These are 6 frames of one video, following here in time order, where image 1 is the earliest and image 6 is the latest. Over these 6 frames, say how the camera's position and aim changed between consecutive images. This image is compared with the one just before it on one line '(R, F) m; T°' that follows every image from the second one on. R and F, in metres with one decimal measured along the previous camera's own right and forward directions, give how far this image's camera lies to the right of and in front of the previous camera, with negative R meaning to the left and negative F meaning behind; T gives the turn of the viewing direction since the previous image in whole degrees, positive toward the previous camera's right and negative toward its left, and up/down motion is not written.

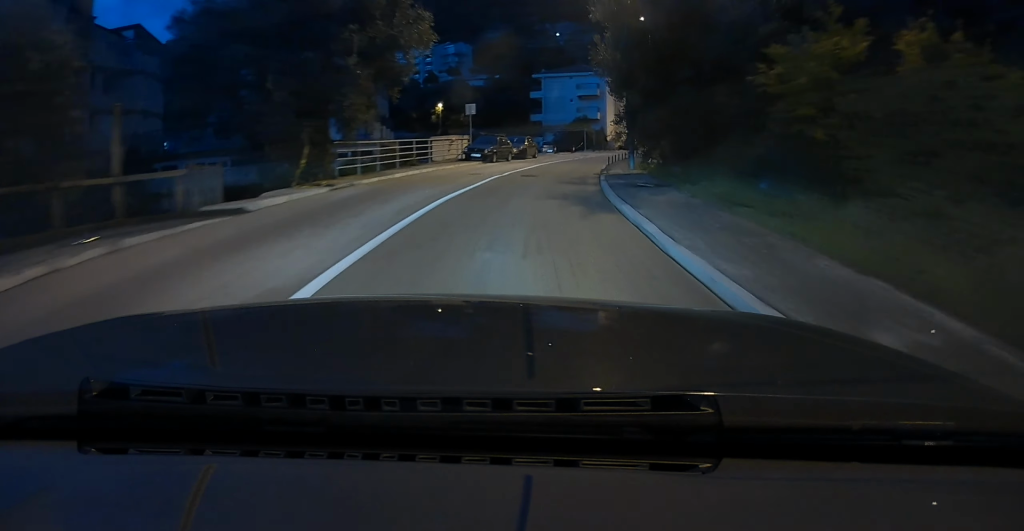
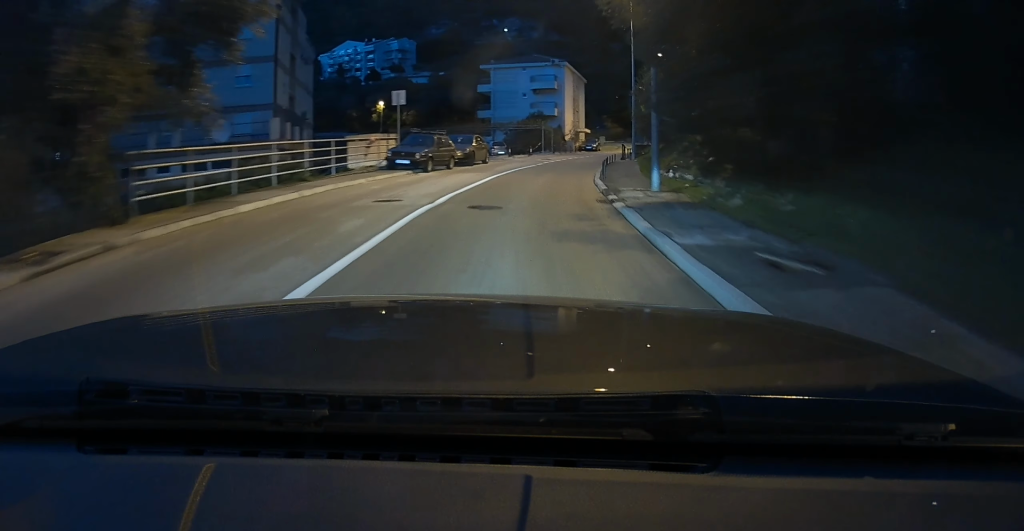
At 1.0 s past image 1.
(+0.6, +10.1) m; +5°
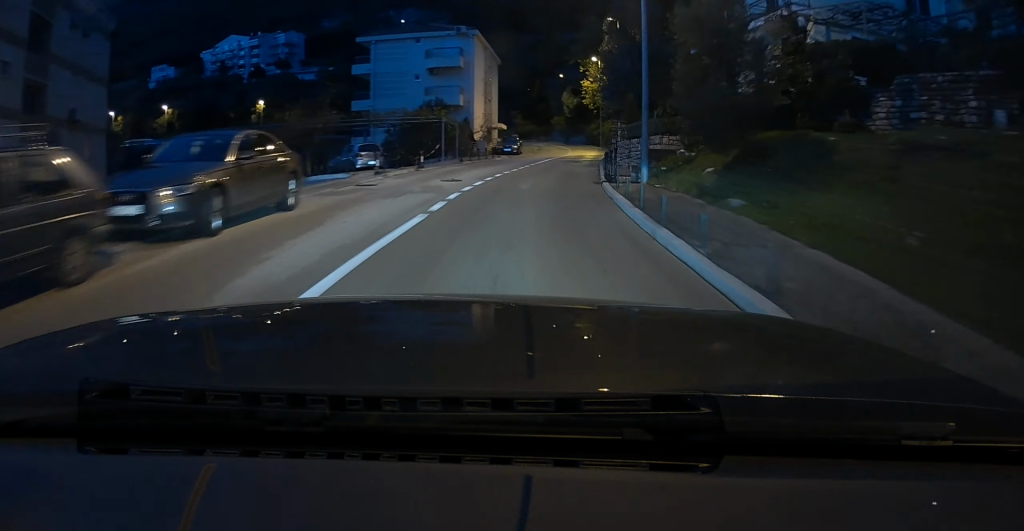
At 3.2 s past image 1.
(+2.2, +20.1) m; +11°
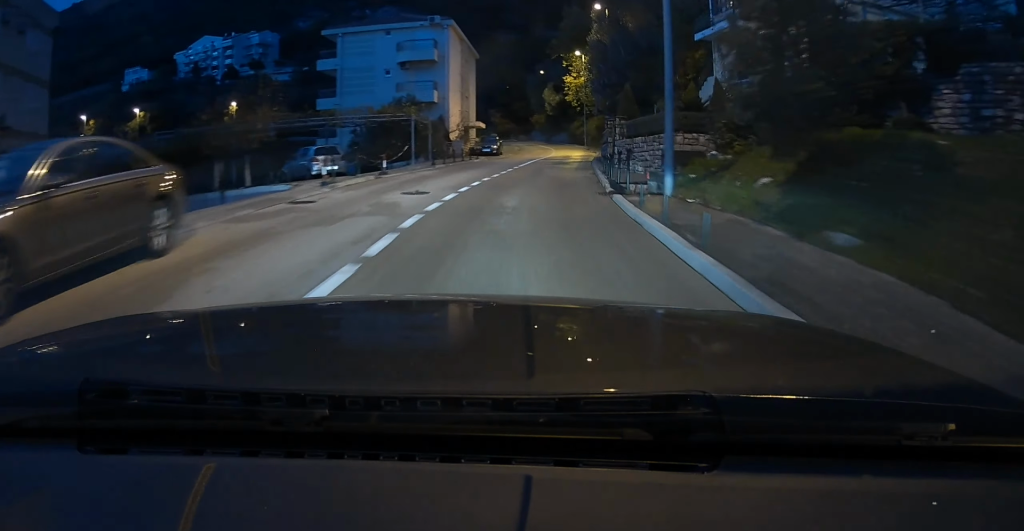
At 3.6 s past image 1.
(+0.1, +4.1) m; +1°
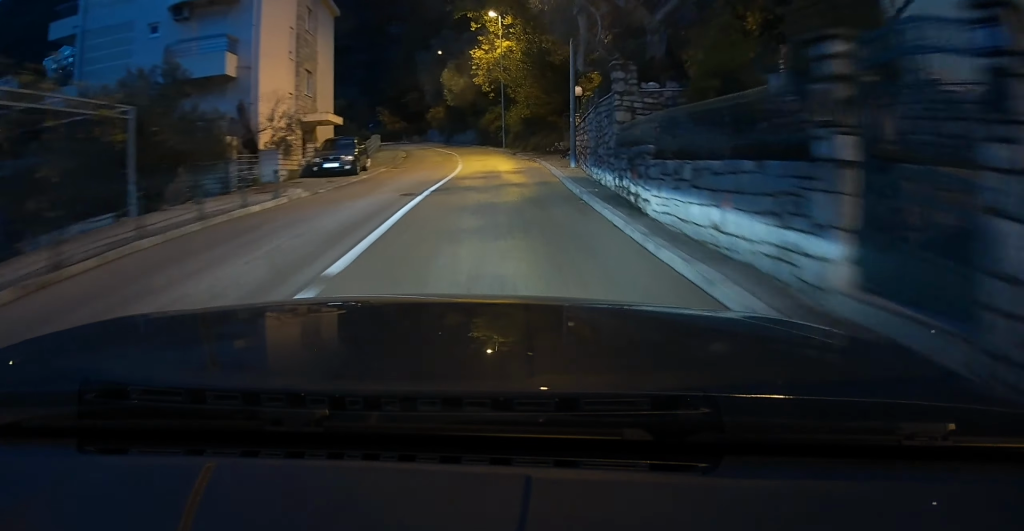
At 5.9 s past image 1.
(+1.4, +21.9) m; +8°
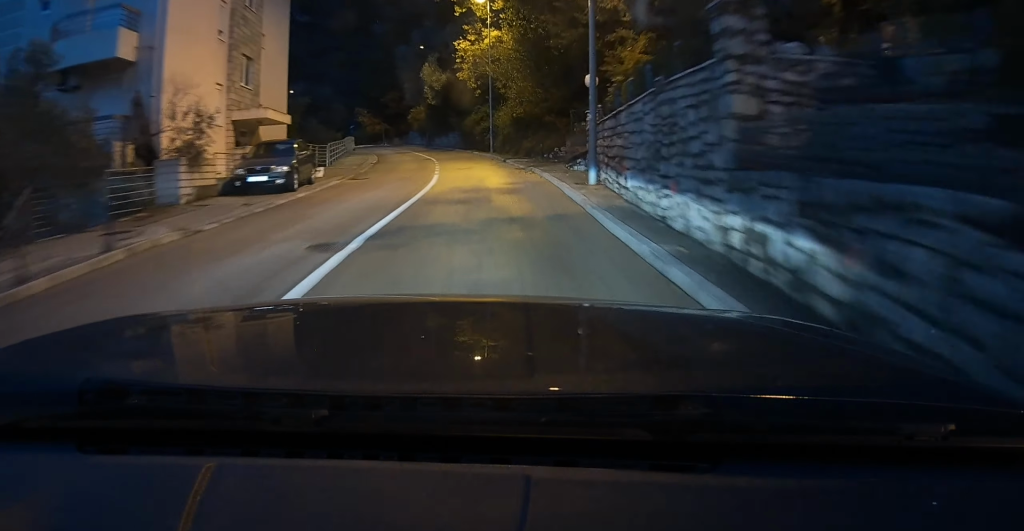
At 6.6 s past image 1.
(+0.1, +6.3) m; 0°
